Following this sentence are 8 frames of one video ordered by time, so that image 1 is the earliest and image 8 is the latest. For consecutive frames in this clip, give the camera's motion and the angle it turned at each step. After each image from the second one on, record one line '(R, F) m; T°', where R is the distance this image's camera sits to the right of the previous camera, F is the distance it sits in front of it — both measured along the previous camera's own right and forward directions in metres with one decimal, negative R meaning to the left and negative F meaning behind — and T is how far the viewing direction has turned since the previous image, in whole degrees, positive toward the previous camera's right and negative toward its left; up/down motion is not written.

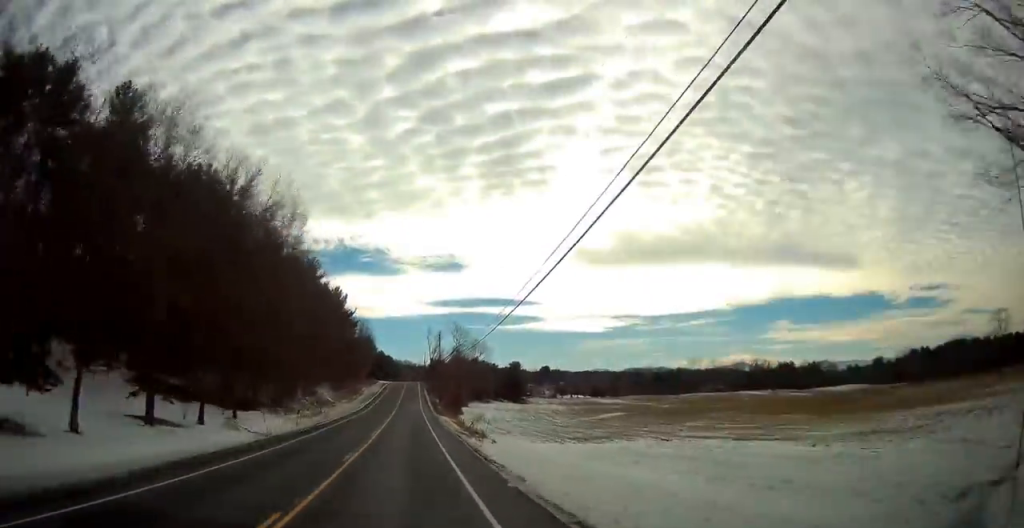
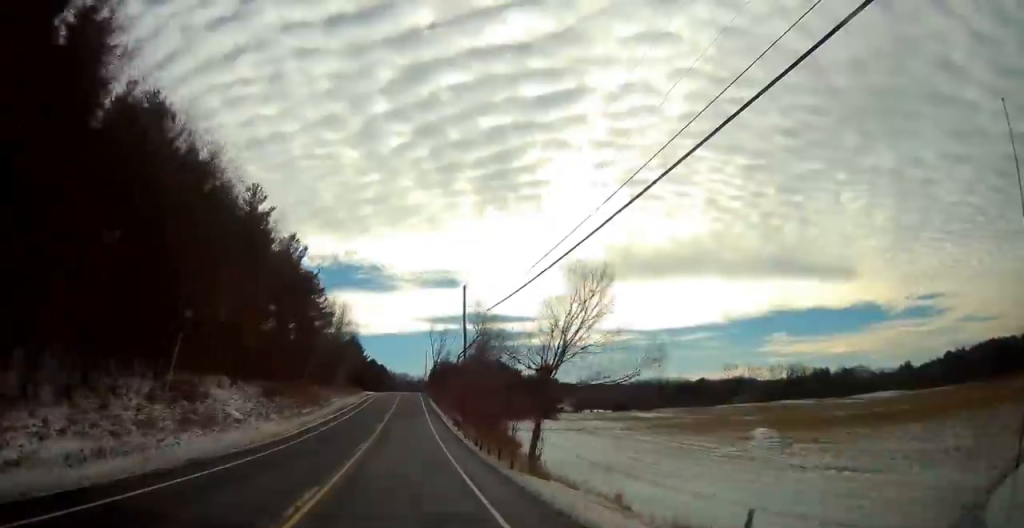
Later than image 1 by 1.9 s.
(-0.6, +46.0) m; -1°
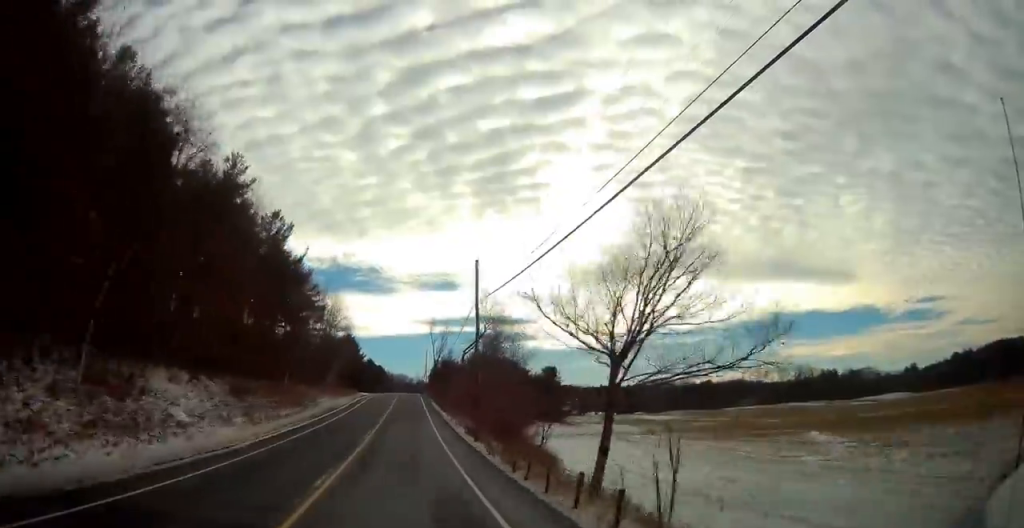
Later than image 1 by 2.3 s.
(+0.1, +9.7) m; 0°
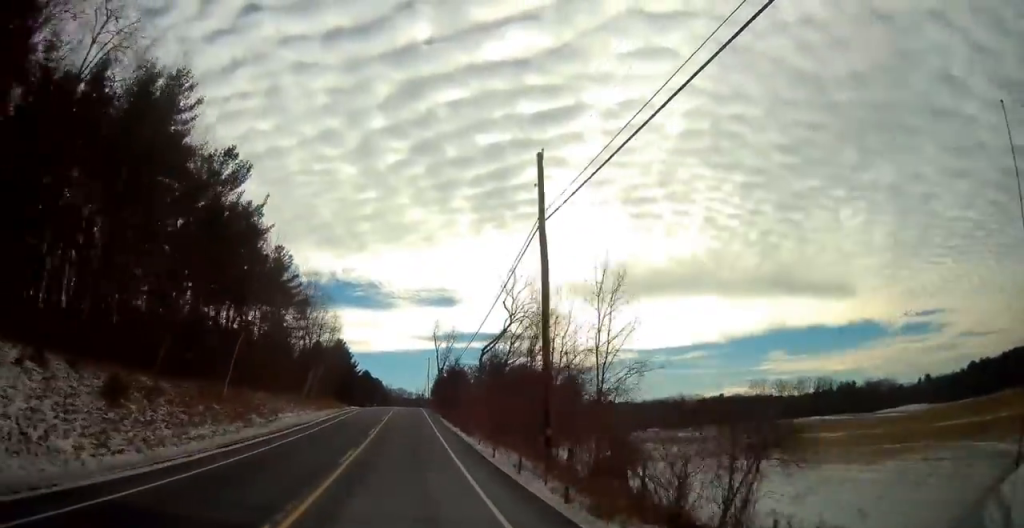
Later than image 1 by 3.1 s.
(+0.2, +20.1) m; +1°
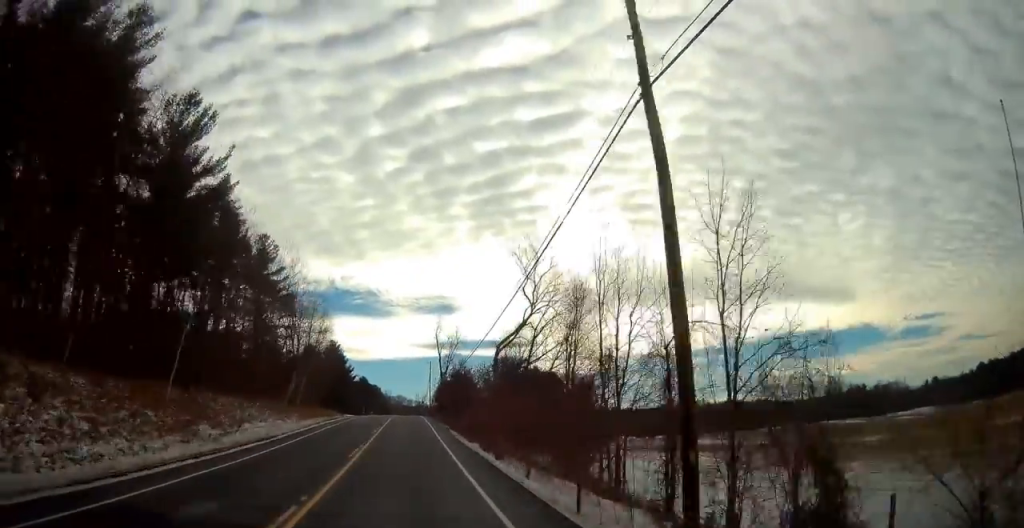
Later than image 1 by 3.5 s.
(0.0, +10.3) m; 0°
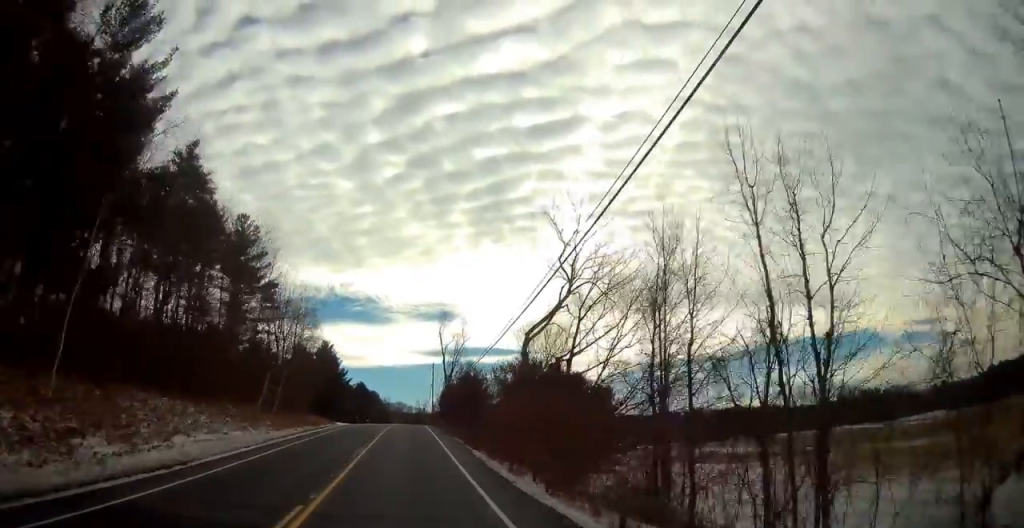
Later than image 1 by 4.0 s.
(0.0, +11.8) m; 0°
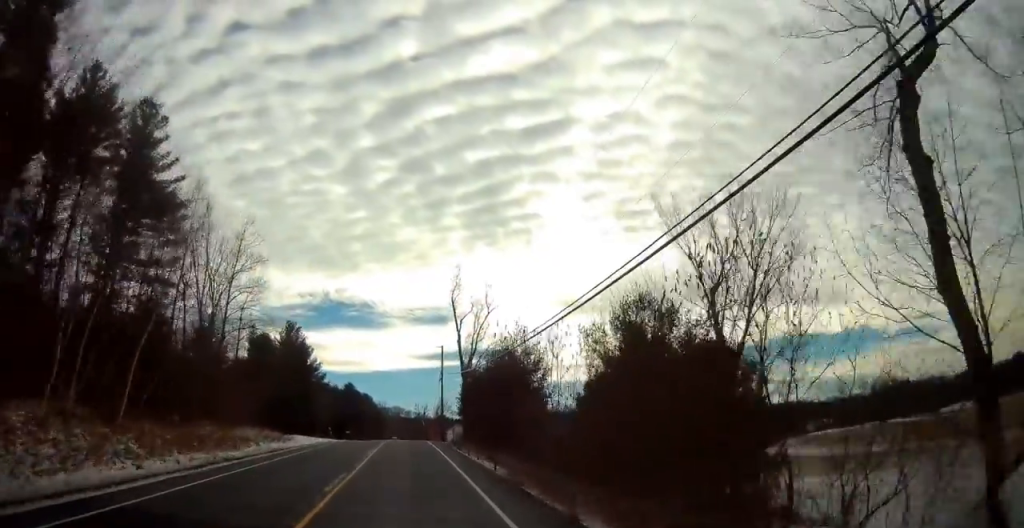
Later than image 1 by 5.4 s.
(+0.3, +31.0) m; +1°
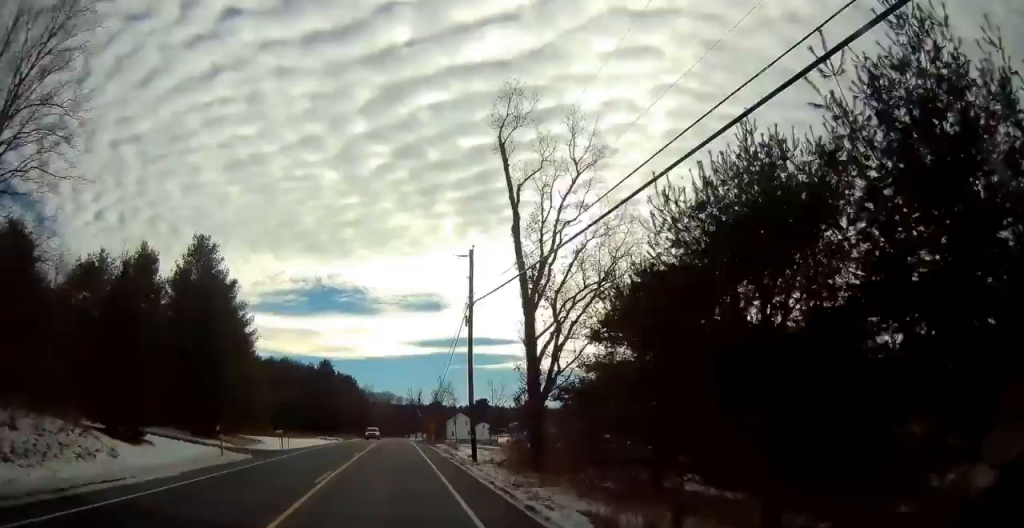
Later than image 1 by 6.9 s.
(-0.2, +34.6) m; -1°
